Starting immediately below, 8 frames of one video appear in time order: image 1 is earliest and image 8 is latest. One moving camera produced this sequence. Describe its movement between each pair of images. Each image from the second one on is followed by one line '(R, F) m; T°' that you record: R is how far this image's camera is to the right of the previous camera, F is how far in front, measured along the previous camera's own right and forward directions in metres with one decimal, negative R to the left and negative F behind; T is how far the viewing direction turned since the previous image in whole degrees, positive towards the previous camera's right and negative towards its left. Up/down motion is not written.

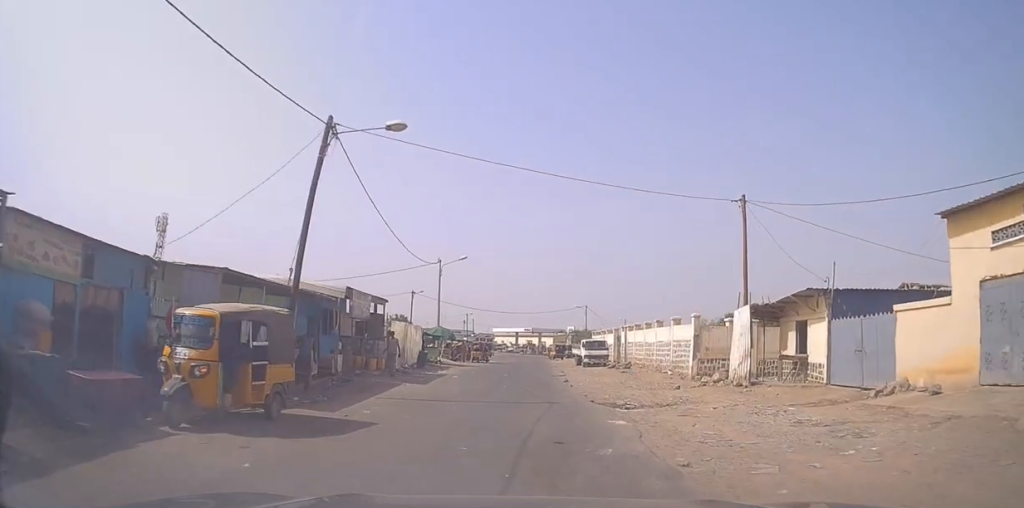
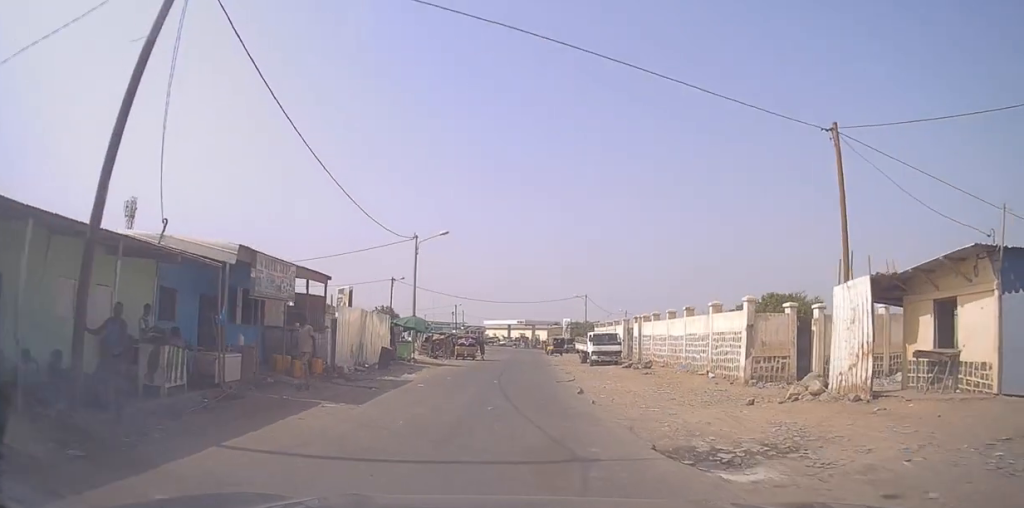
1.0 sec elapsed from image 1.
(-0.6, +8.3) m; -2°
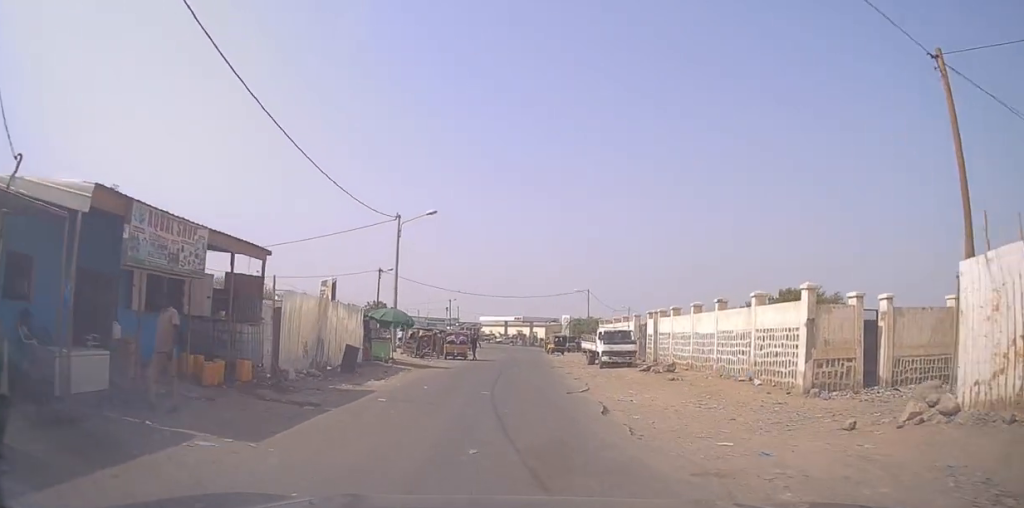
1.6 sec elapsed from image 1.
(+0.1, +5.4) m; +3°
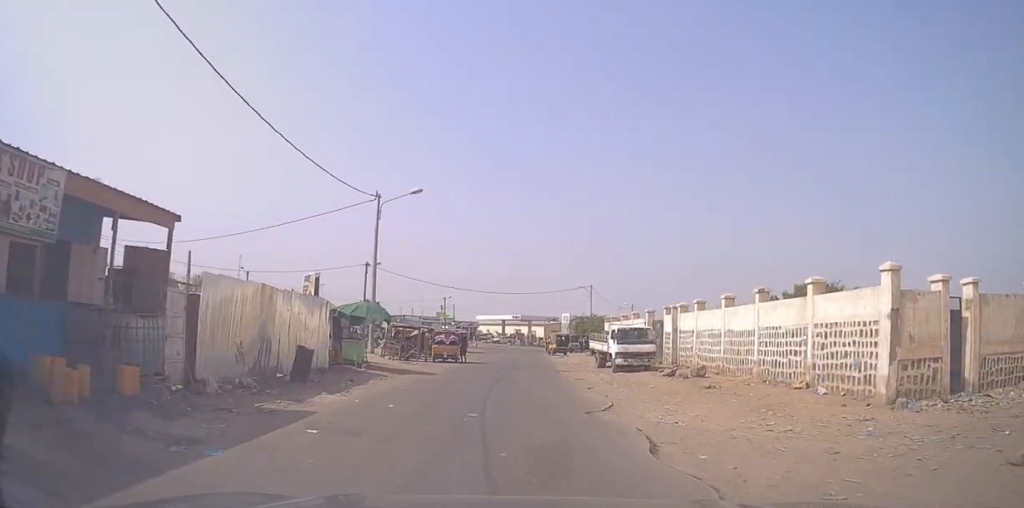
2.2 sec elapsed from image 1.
(+0.1, +4.7) m; +1°
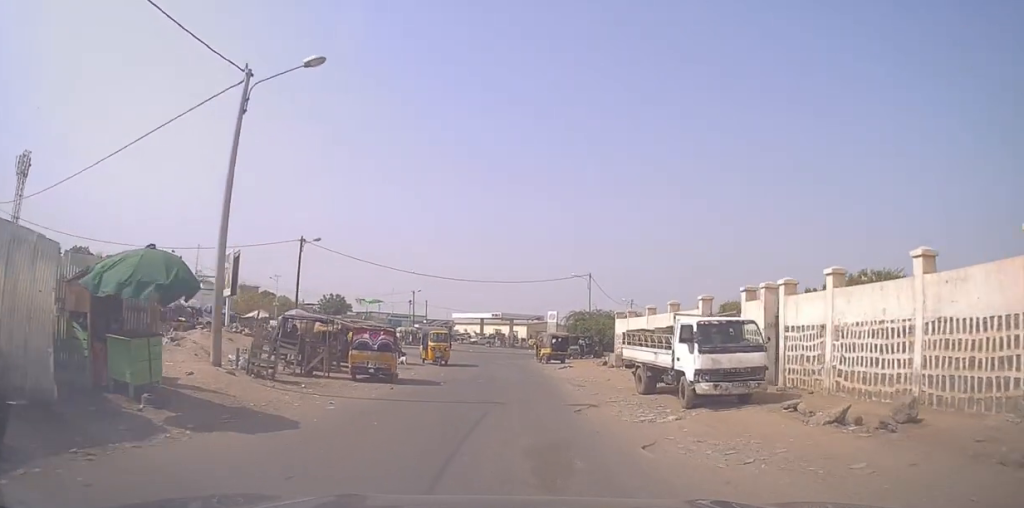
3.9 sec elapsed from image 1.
(-0.1, +14.0) m; -3°
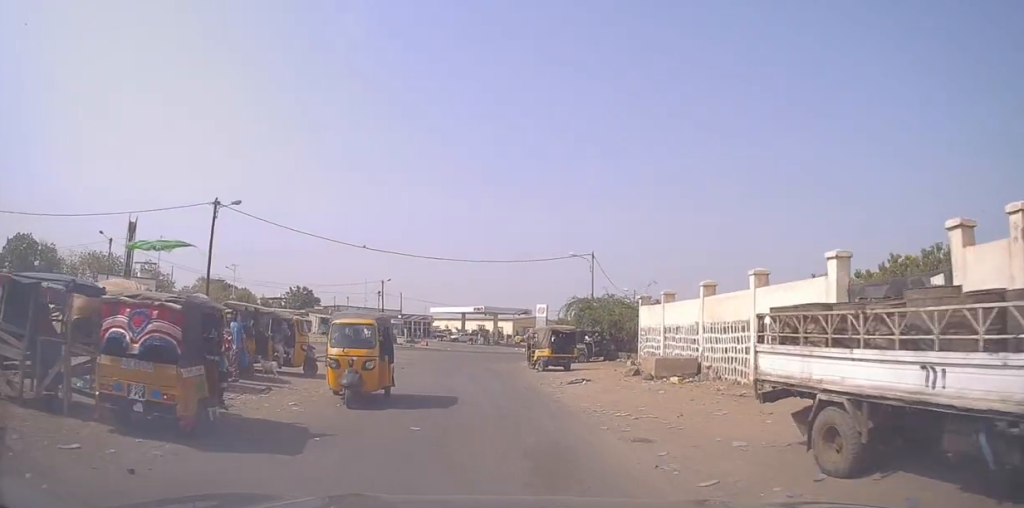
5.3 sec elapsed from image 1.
(+0.4, +12.0) m; +4°
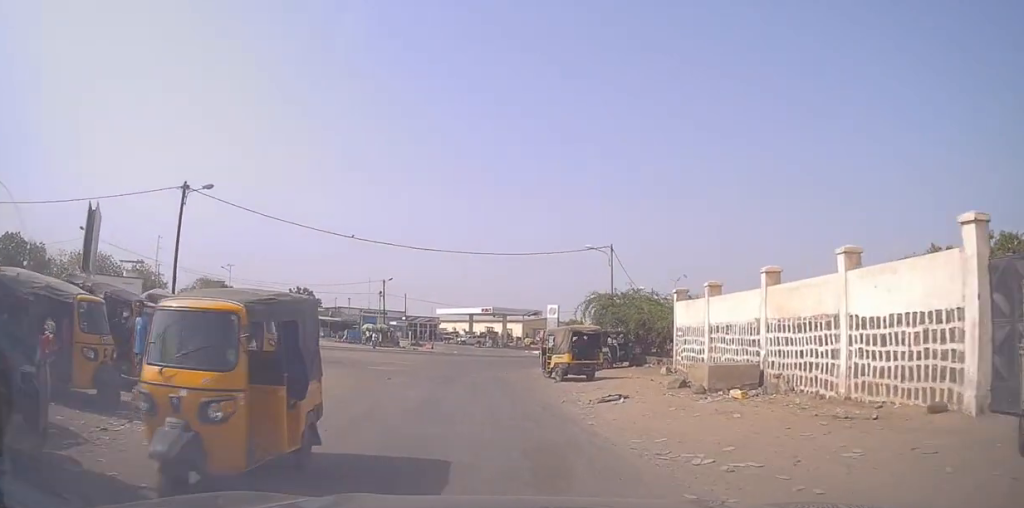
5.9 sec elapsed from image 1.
(+0.1, +4.8) m; +2°
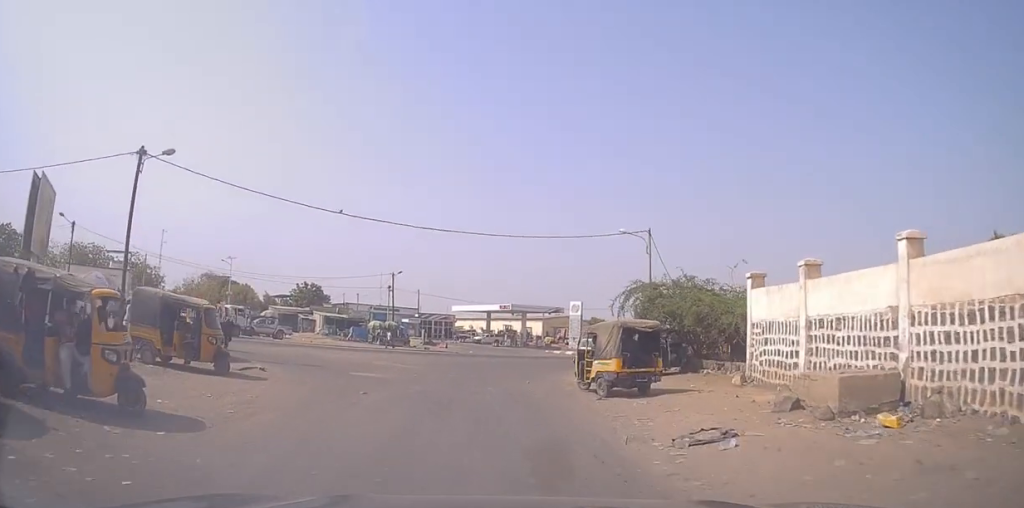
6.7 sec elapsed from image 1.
(-0.1, +5.8) m; +2°
